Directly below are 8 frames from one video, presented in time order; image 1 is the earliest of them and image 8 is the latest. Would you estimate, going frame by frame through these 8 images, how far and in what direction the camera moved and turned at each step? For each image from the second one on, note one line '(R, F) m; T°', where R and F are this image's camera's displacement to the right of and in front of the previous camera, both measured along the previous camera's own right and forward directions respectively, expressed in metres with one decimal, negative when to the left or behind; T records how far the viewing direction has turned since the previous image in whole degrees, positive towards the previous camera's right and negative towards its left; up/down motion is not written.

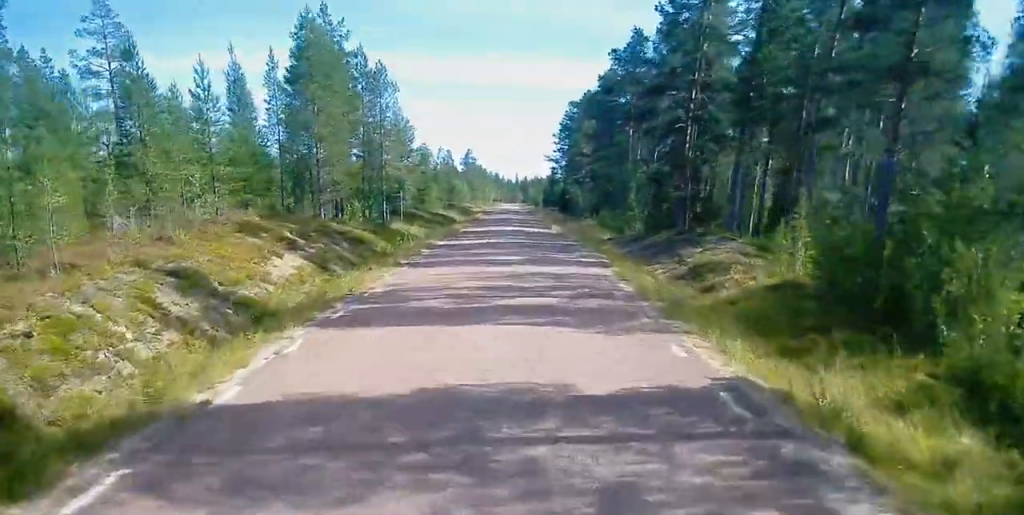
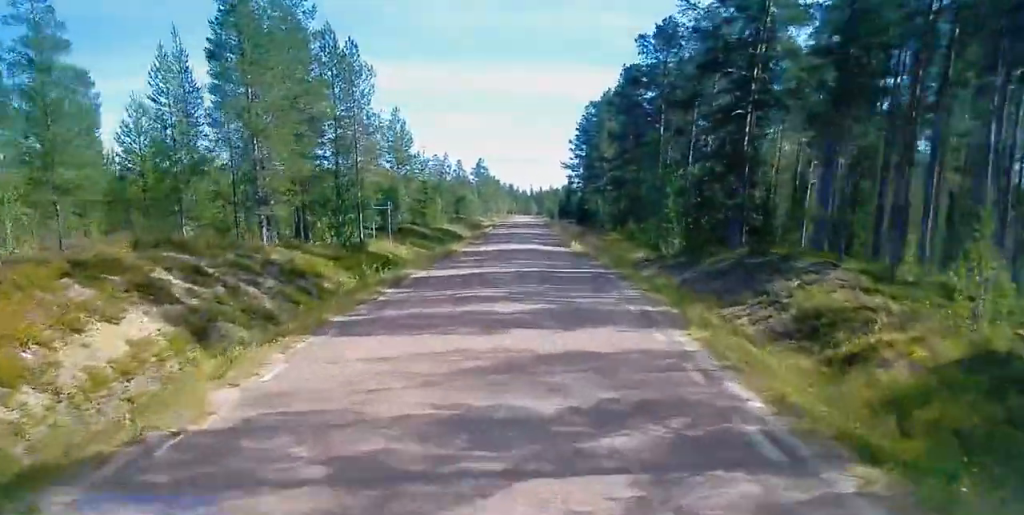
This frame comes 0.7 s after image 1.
(0.0, +10.5) m; -1°
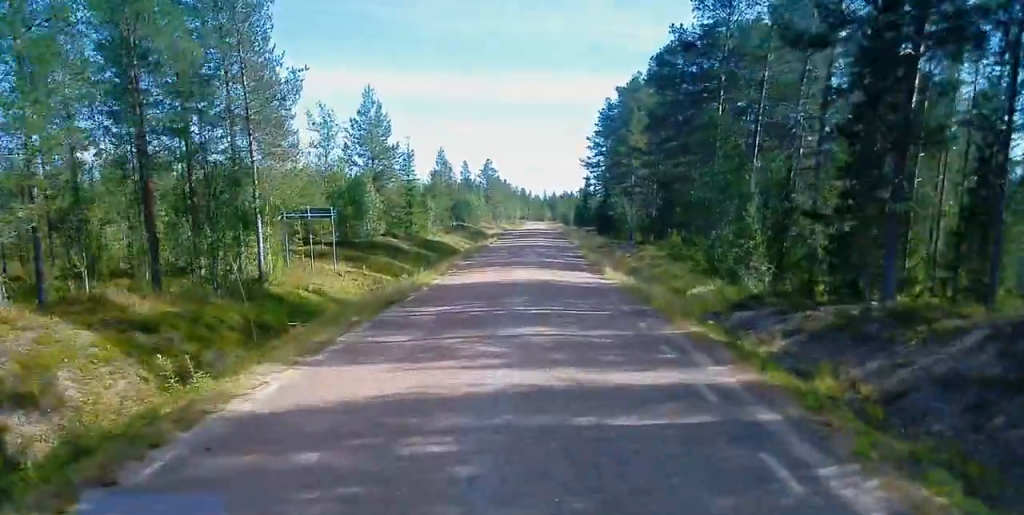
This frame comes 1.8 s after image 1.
(-0.2, +16.1) m; -1°
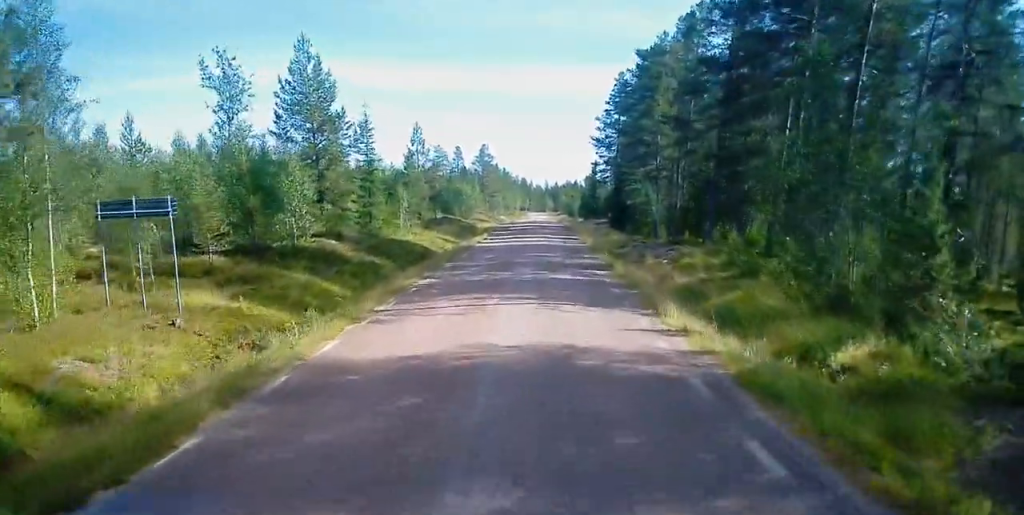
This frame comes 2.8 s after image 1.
(-0.1, +14.9) m; -2°
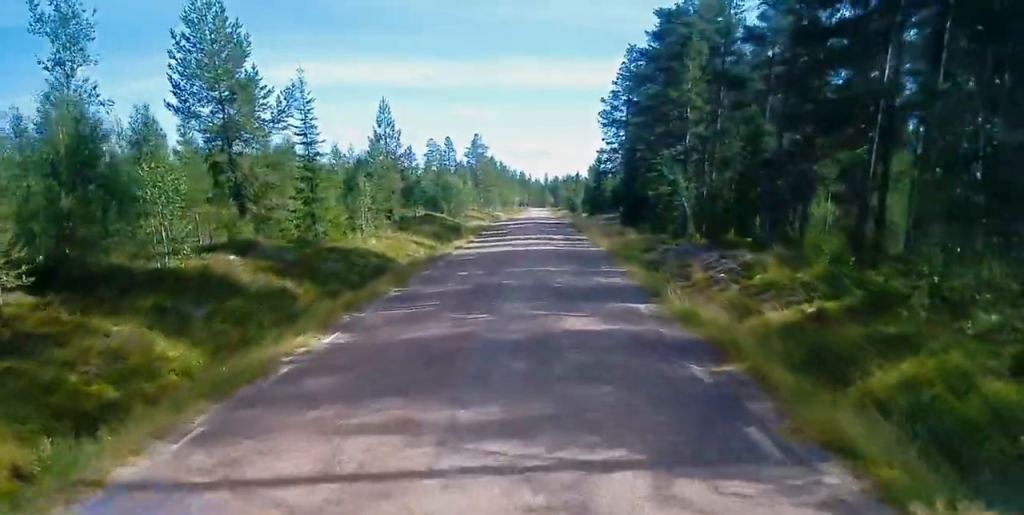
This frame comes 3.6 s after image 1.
(-0.4, +11.9) m; -1°
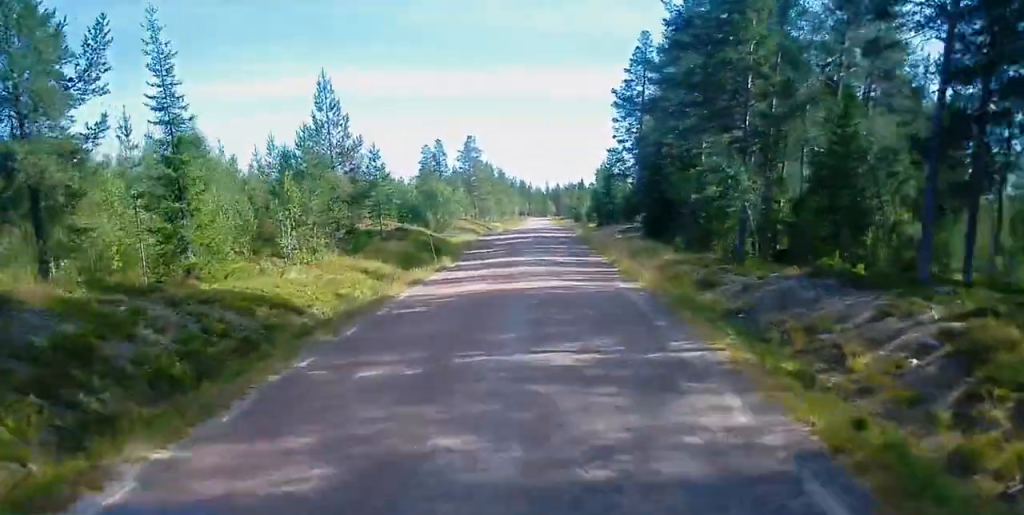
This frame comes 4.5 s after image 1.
(+0.1, +13.6) m; 0°
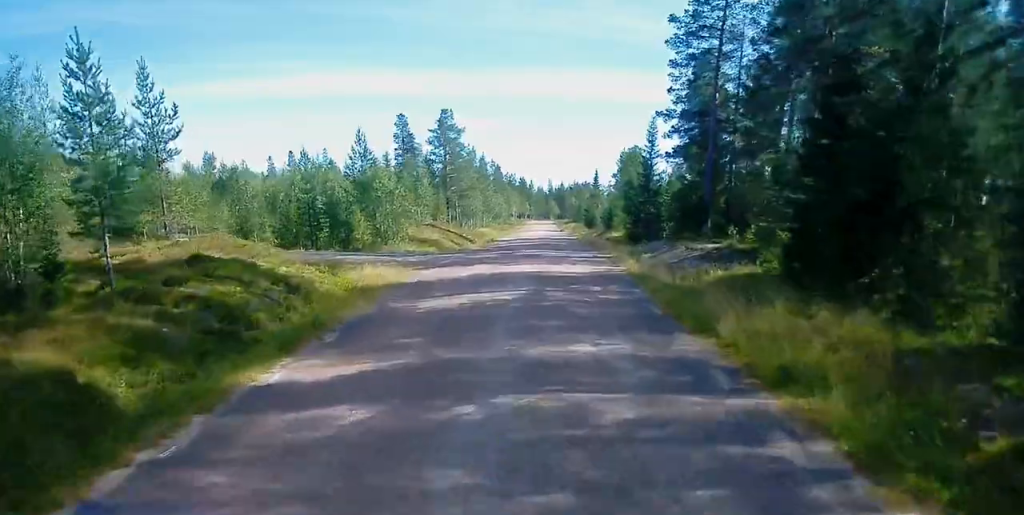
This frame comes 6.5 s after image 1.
(0.0, +31.0) m; 0°
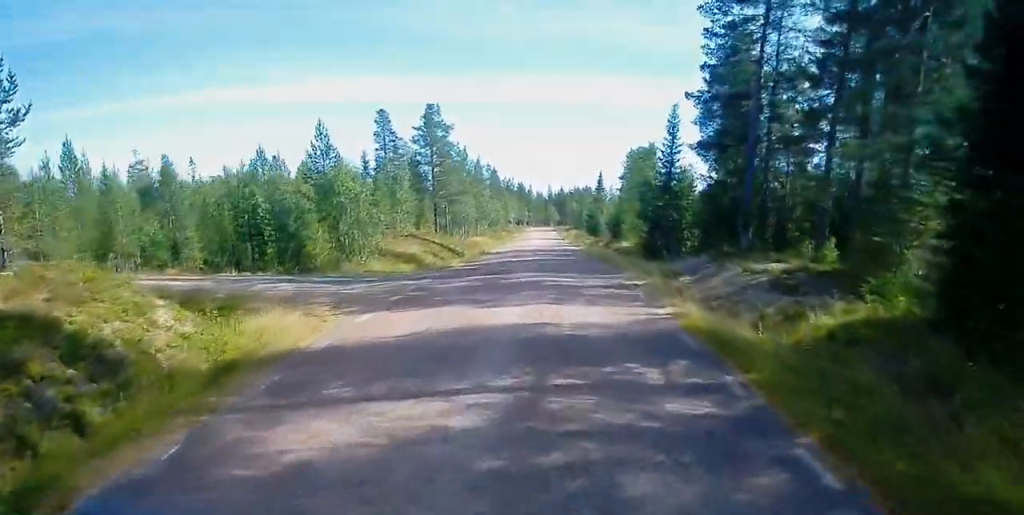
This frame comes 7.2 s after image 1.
(0.0, +9.5) m; 0°
